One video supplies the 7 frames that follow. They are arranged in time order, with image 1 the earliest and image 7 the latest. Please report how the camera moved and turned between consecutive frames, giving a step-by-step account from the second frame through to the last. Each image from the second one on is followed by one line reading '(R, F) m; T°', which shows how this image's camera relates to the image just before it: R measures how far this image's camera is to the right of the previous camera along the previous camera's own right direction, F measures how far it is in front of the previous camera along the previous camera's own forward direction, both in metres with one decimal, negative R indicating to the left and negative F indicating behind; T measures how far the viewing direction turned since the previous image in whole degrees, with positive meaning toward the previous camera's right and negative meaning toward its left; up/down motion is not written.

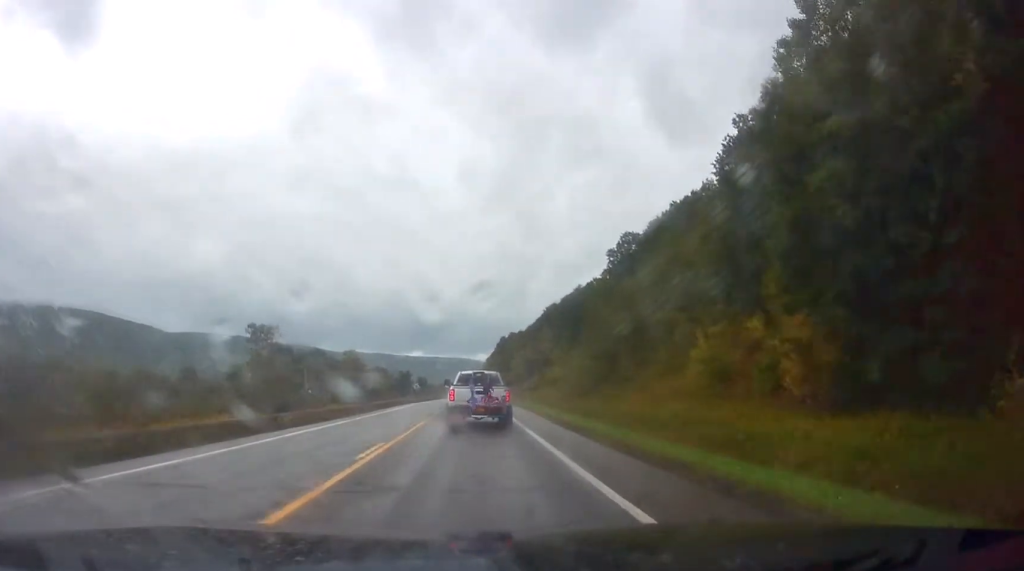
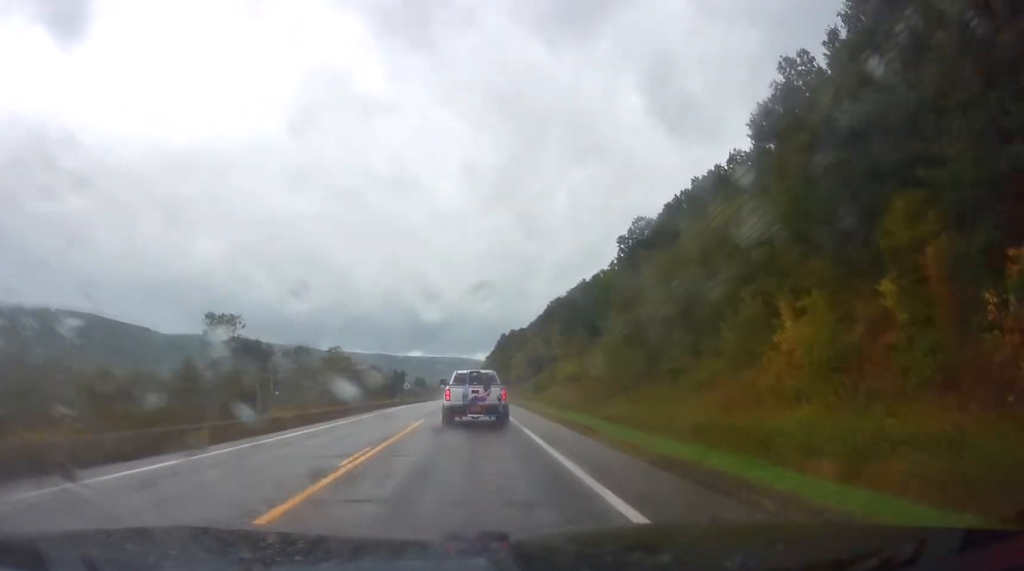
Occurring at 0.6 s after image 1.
(-0.1, +13.7) m; 0°
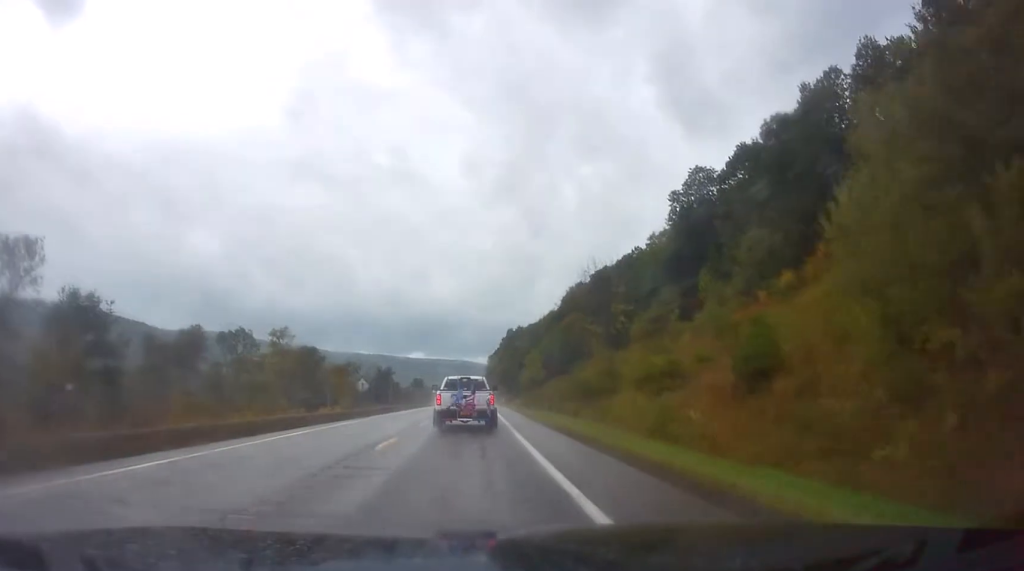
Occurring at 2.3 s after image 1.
(0.0, +37.5) m; 0°
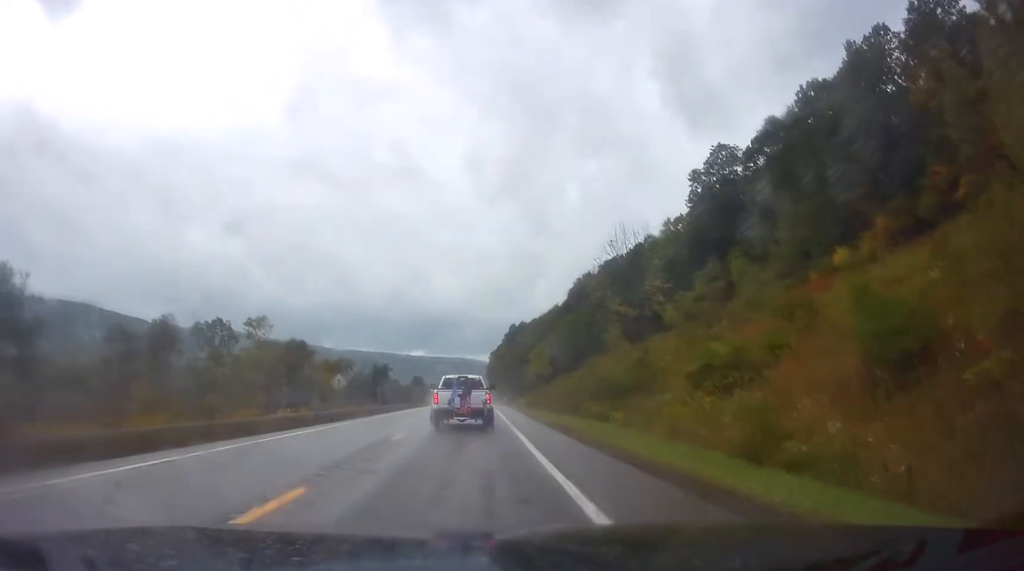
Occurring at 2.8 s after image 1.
(-0.2, +9.9) m; 0°
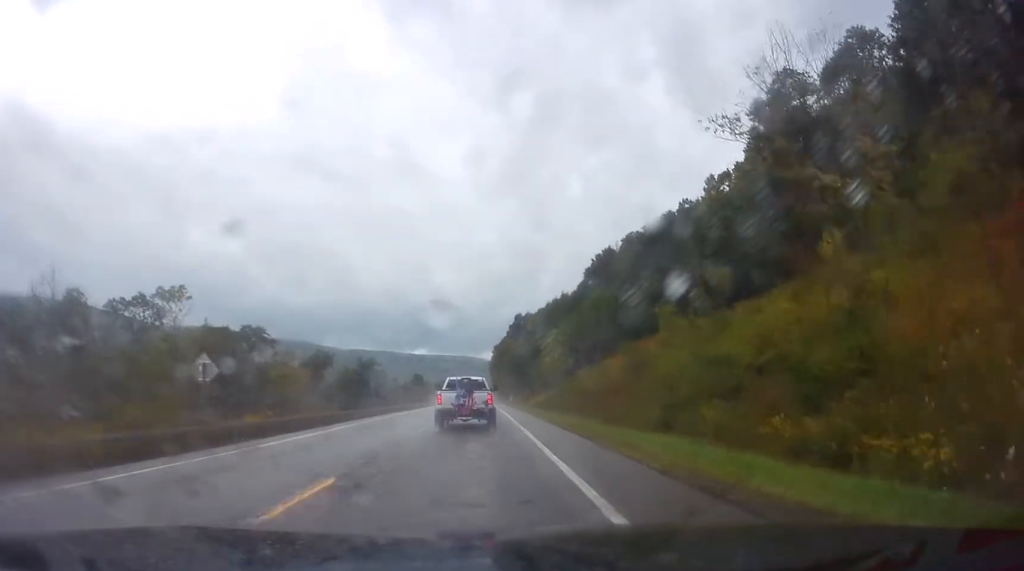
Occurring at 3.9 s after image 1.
(+0.2, +23.3) m; -1°
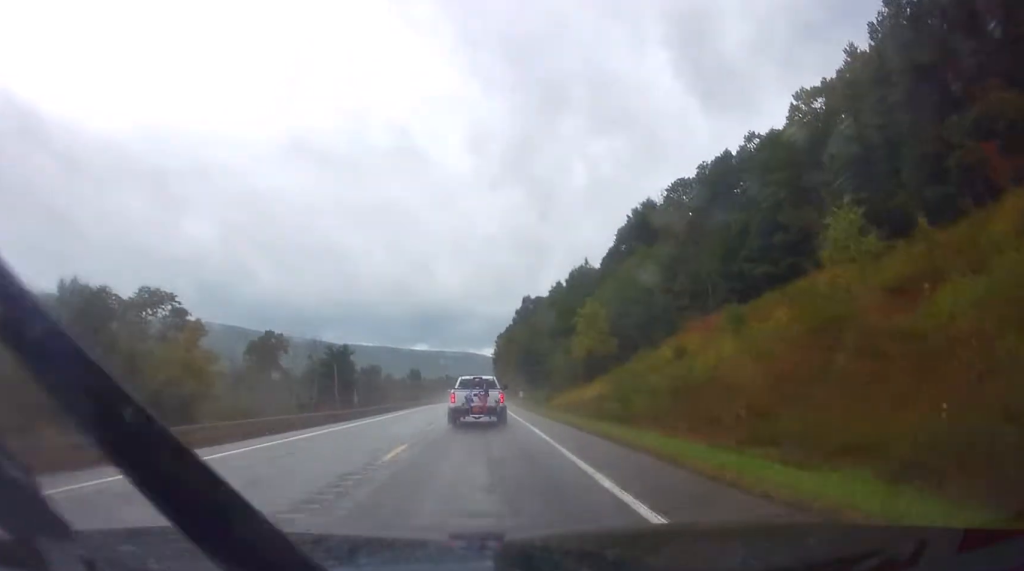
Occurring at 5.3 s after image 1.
(-1.0, +30.4) m; -3°
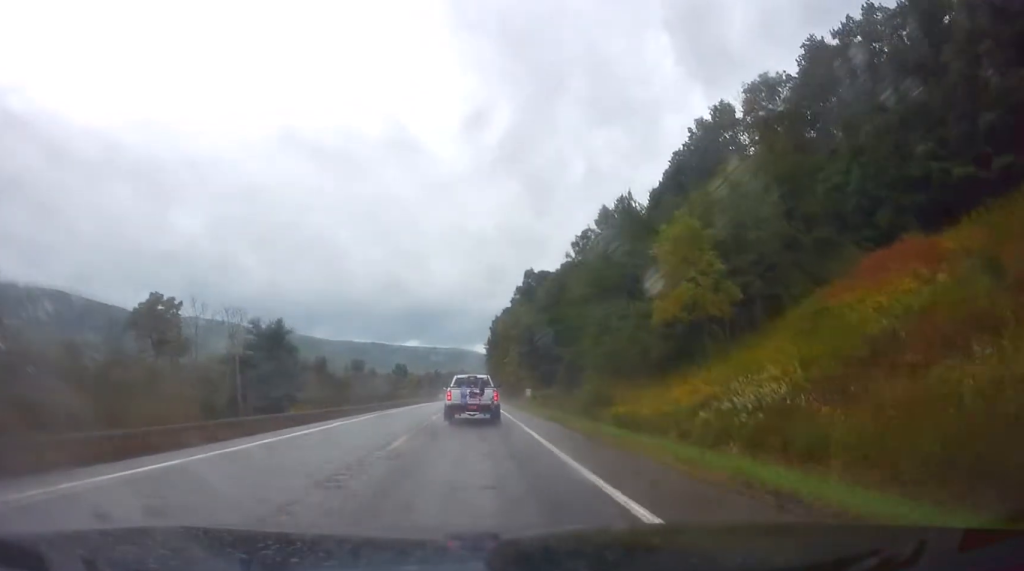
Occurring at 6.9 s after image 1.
(+0.3, +34.6) m; +2°
